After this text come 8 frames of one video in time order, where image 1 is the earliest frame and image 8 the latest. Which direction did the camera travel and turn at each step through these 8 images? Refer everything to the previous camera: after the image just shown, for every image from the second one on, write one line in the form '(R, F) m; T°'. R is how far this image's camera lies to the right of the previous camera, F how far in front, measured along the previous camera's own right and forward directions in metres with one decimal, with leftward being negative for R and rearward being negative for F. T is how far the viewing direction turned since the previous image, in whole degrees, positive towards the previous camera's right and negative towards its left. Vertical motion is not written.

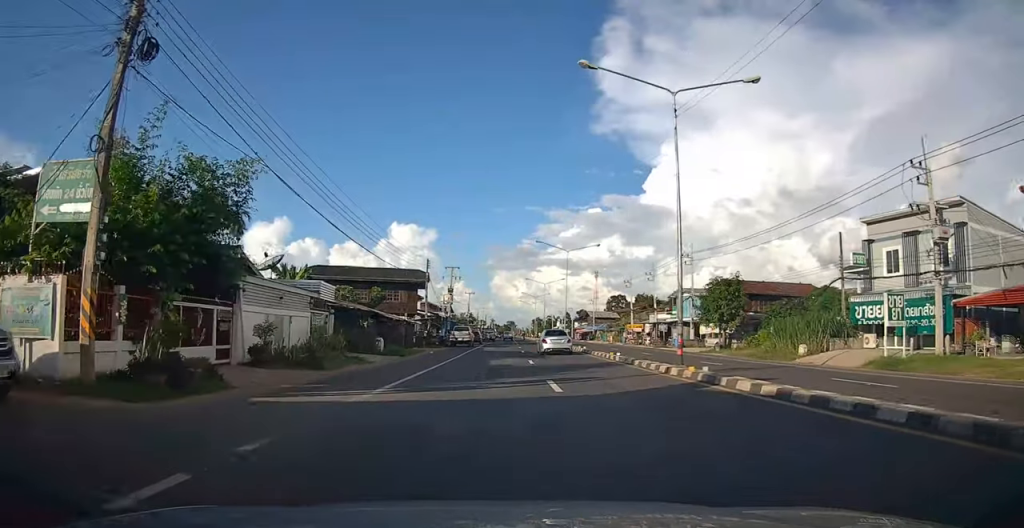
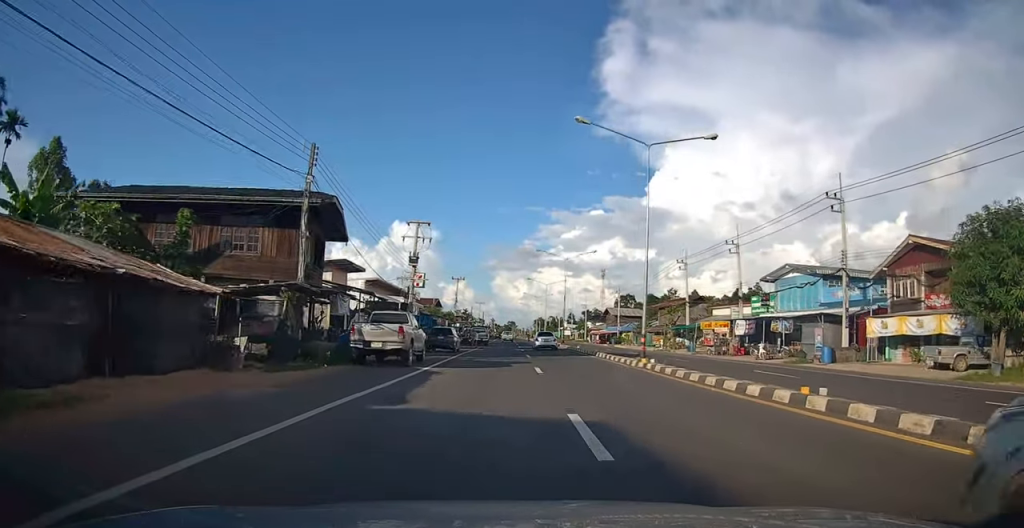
(+0.1, +30.3) m; 0°
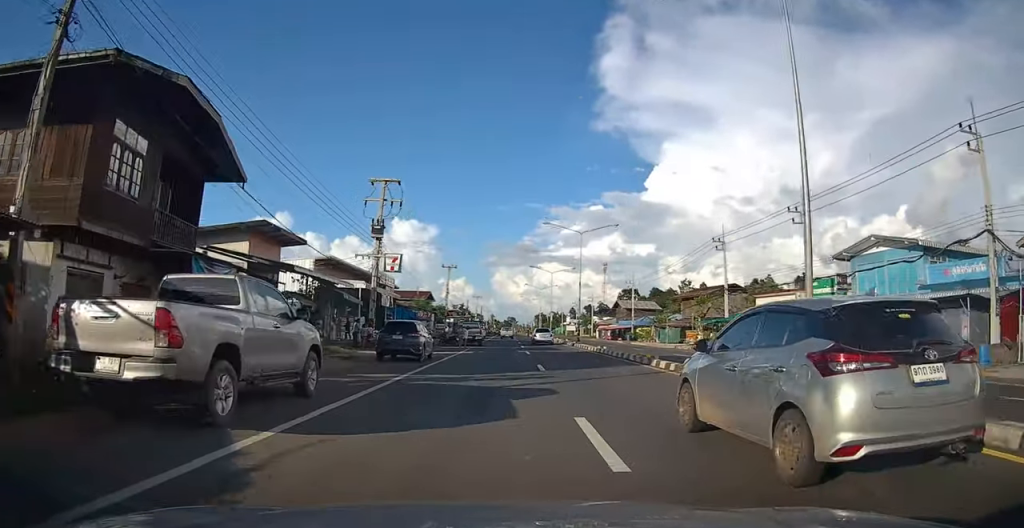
(0.0, +12.6) m; 0°
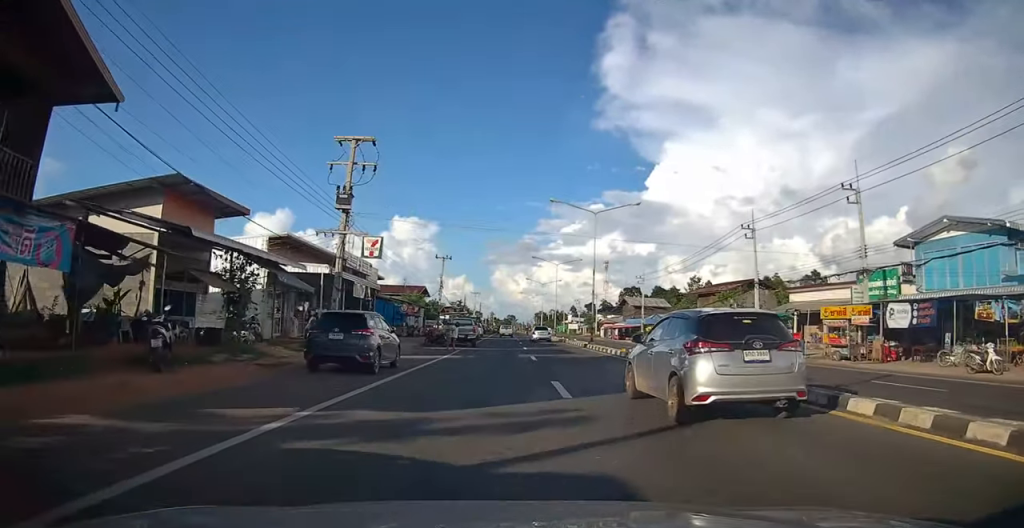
(0.0, +7.2) m; 0°
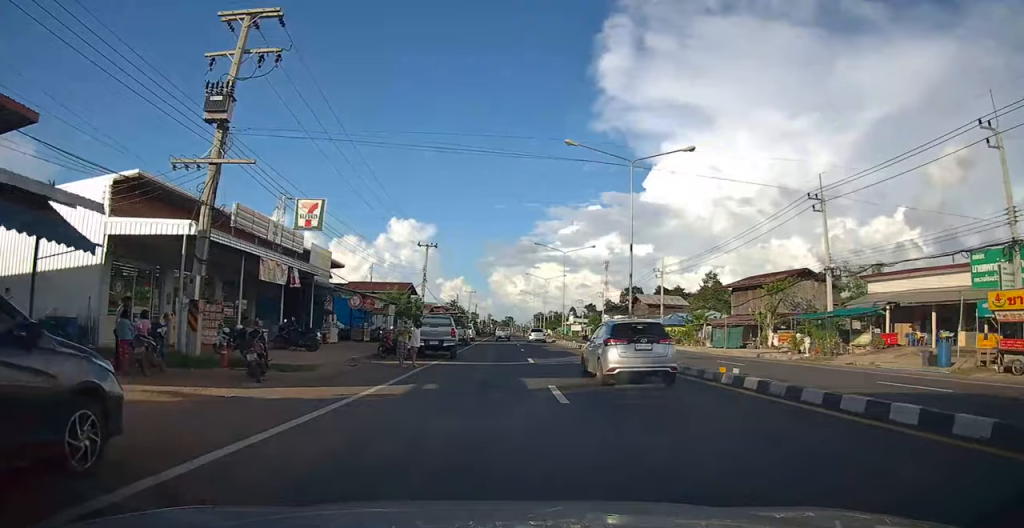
(0.0, +12.5) m; 0°
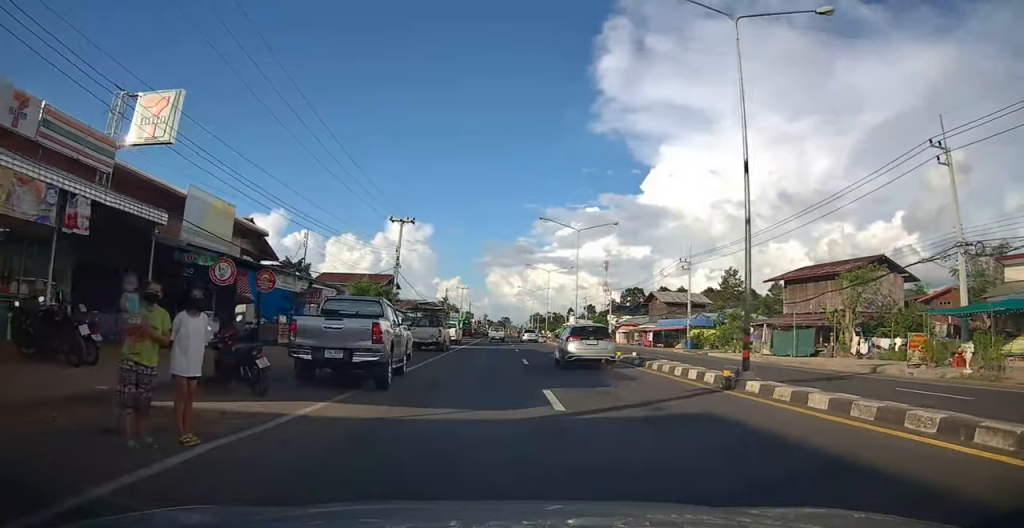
(+0.1, +12.7) m; 0°
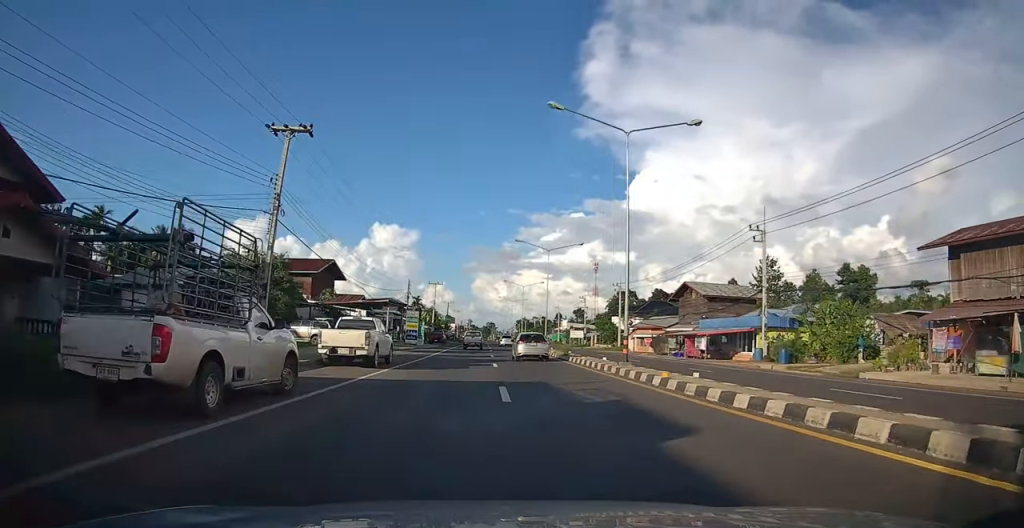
(-0.2, +22.4) m; -1°
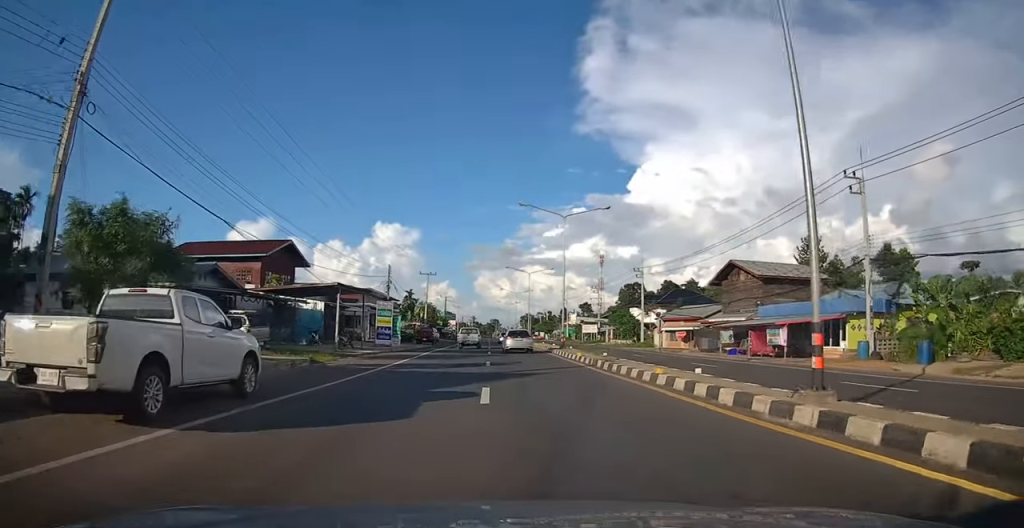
(0.0, +12.8) m; 0°
